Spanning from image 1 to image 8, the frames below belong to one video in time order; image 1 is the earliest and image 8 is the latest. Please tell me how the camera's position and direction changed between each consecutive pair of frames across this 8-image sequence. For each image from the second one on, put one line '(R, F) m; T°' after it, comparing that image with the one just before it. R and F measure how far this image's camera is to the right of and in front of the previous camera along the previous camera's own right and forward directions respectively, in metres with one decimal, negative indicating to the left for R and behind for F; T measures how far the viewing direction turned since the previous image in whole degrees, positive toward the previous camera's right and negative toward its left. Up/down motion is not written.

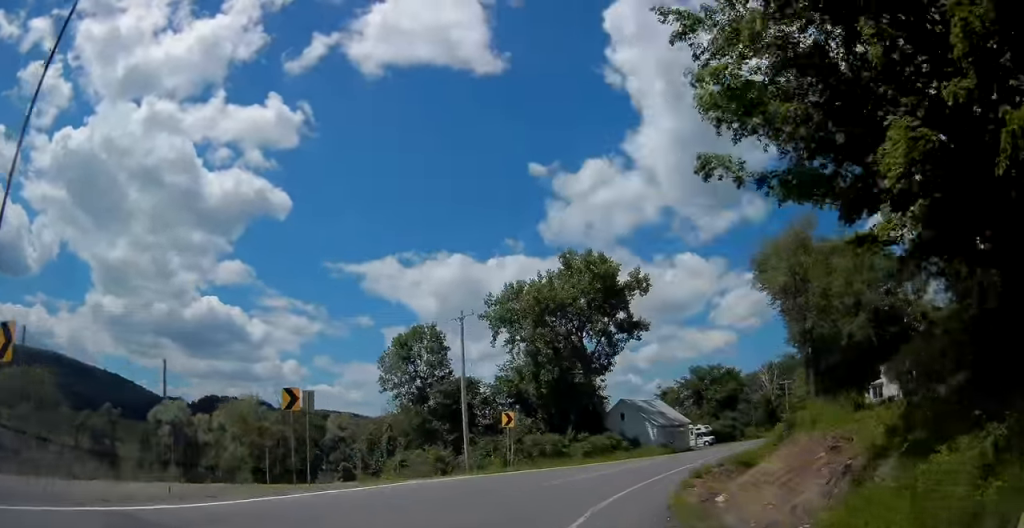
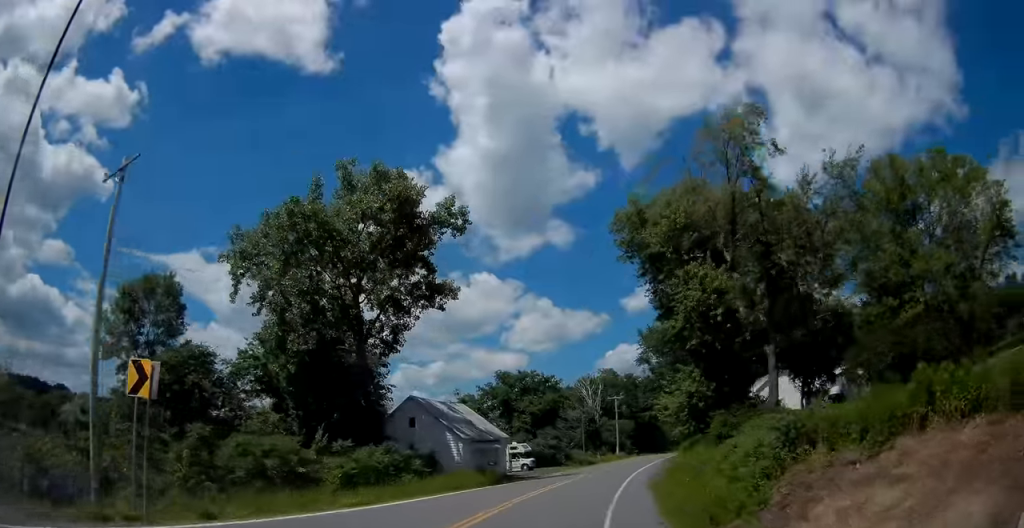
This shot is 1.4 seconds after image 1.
(+3.2, +18.6) m; +21°
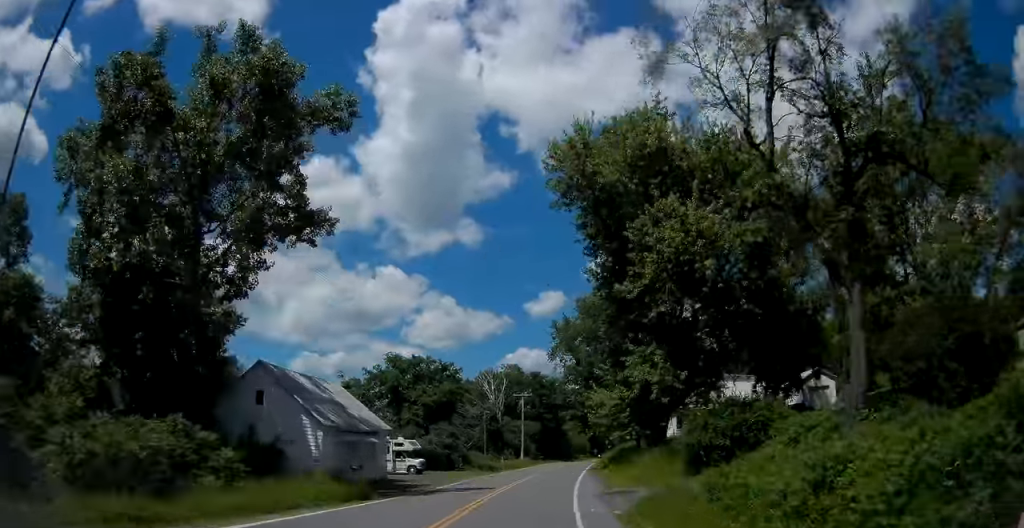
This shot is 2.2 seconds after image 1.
(+1.3, +10.9) m; +11°
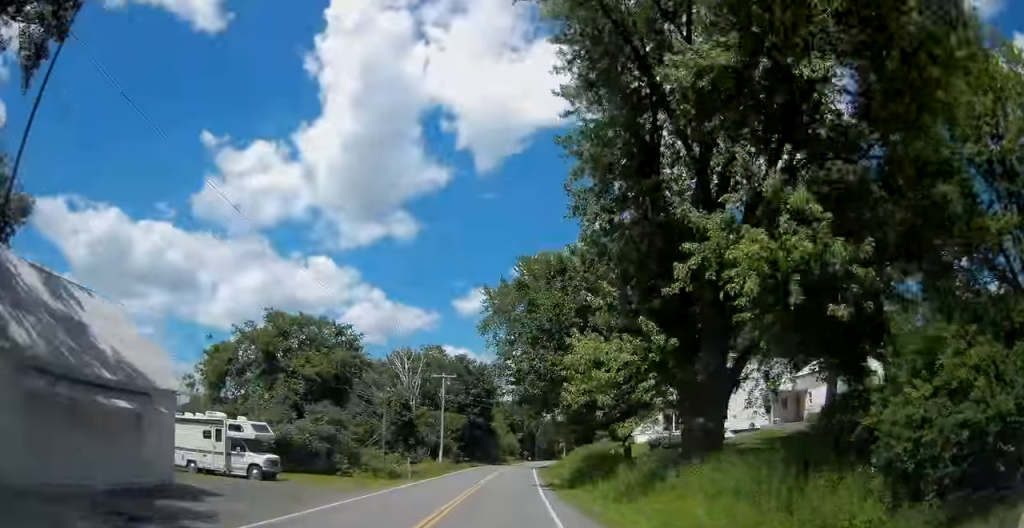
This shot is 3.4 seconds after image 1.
(+2.2, +17.7) m; +11°
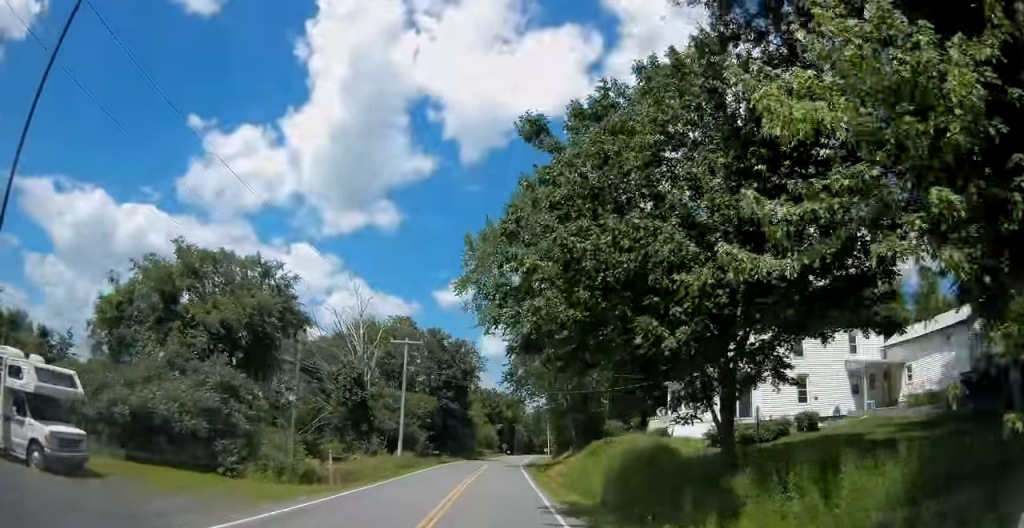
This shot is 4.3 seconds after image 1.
(+0.7, +14.0) m; +4°
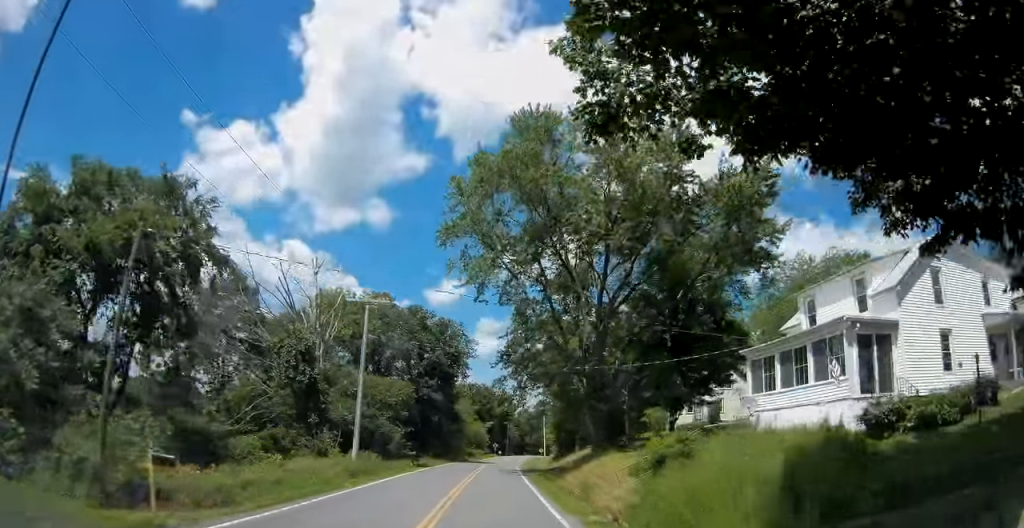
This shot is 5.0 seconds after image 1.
(+0.2, +11.8) m; +1°
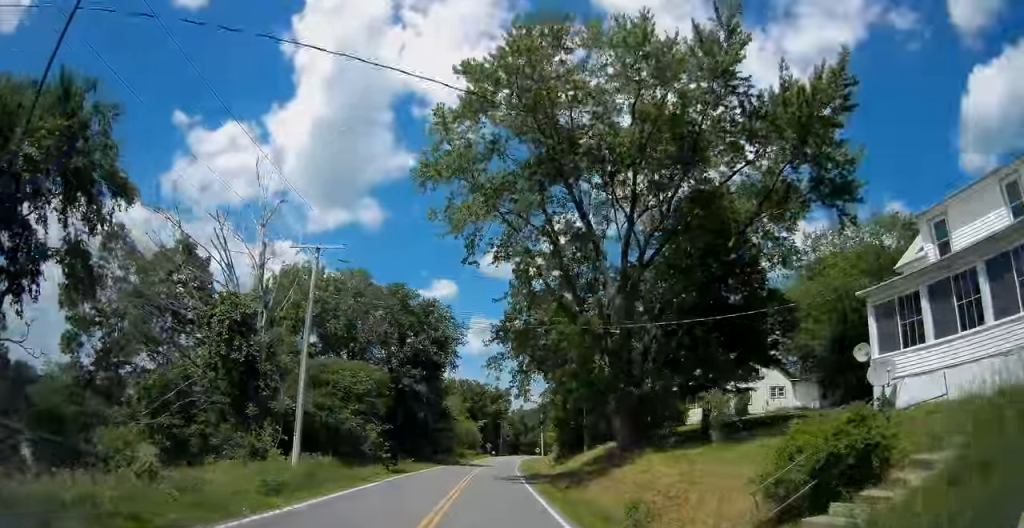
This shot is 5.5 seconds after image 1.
(+0.1, +8.7) m; 0°
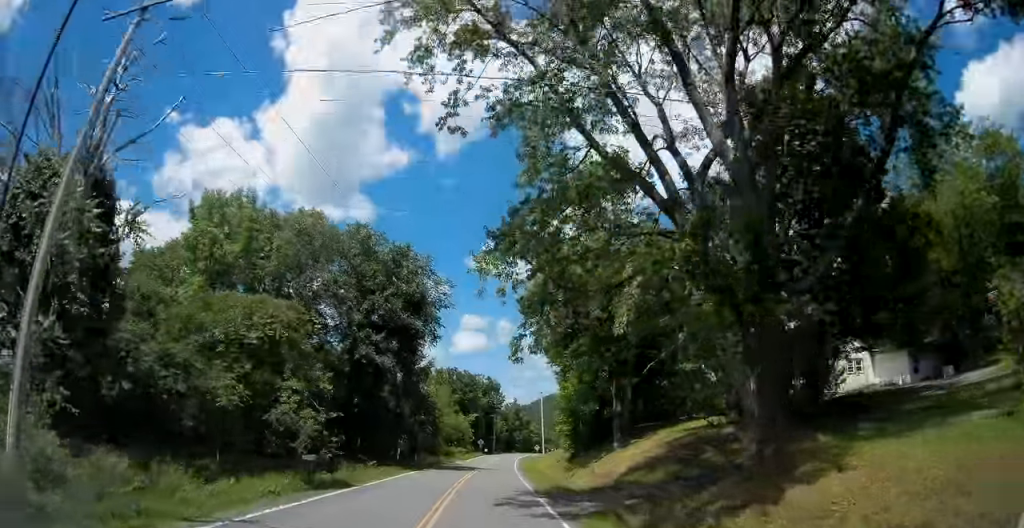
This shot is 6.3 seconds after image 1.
(0.0, +14.5) m; +1°
